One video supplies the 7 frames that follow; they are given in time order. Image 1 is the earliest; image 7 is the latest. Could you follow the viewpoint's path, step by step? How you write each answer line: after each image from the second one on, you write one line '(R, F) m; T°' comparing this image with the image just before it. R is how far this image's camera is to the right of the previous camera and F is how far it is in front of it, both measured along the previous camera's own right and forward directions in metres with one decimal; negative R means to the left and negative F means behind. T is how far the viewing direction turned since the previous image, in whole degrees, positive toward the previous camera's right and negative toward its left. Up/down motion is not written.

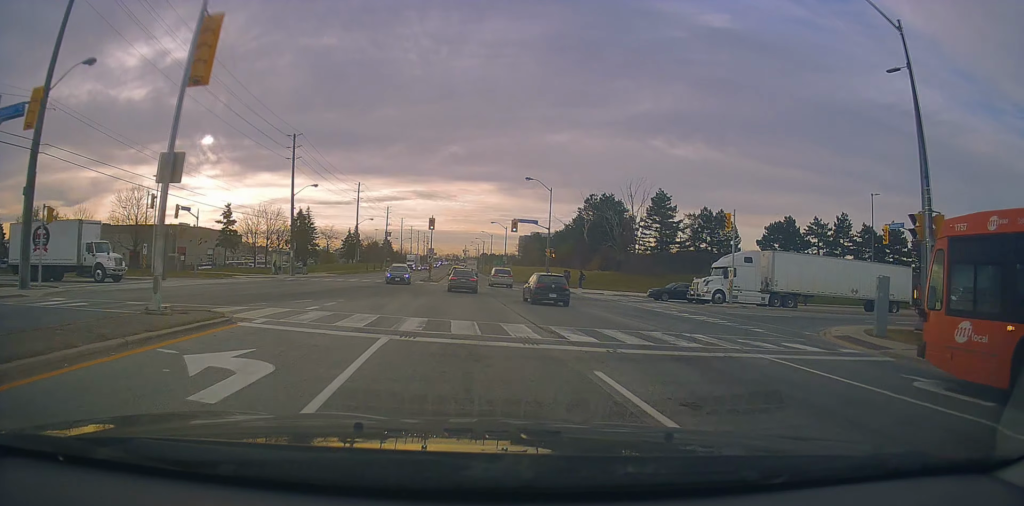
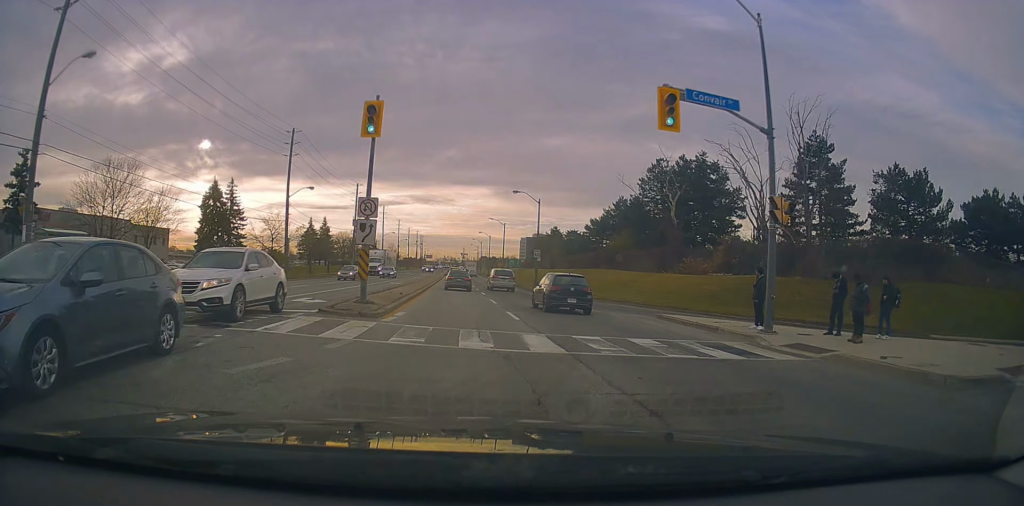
(+1.0, +39.0) m; +1°
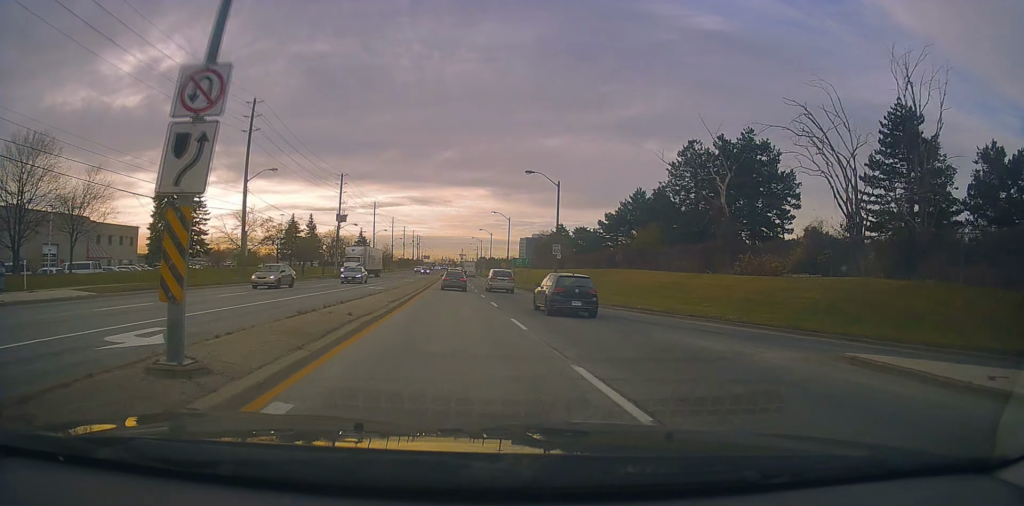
(-0.3, +11.3) m; -1°
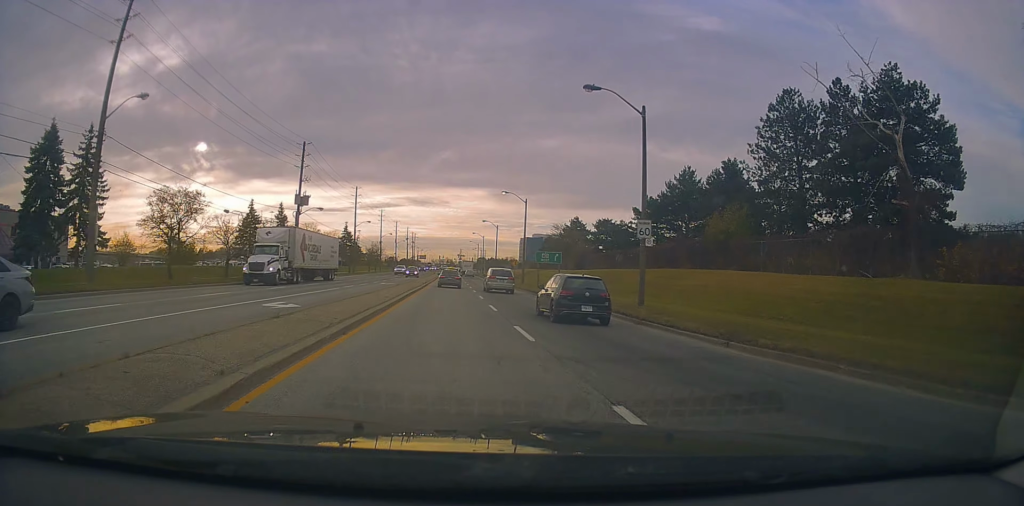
(-0.3, +20.7) m; +2°
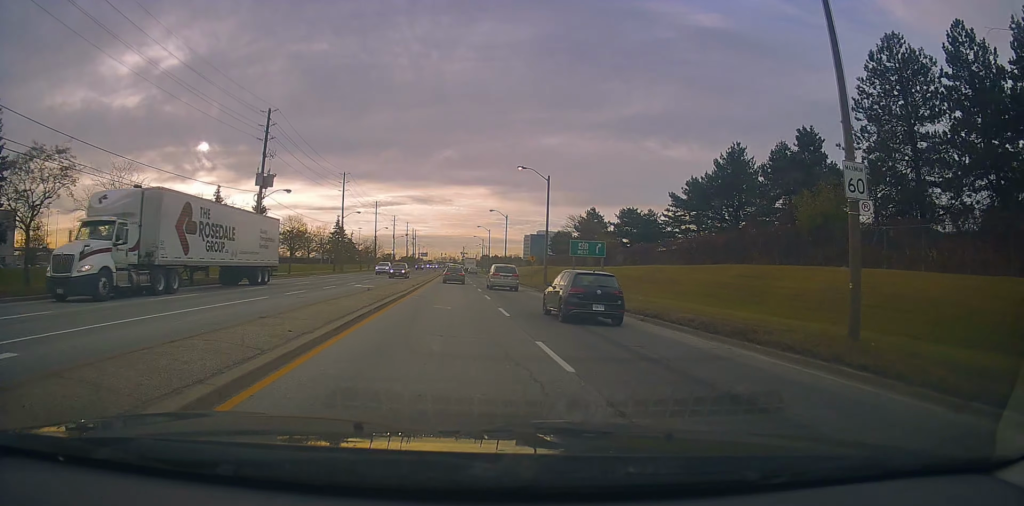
(+0.7, +13.1) m; 0°
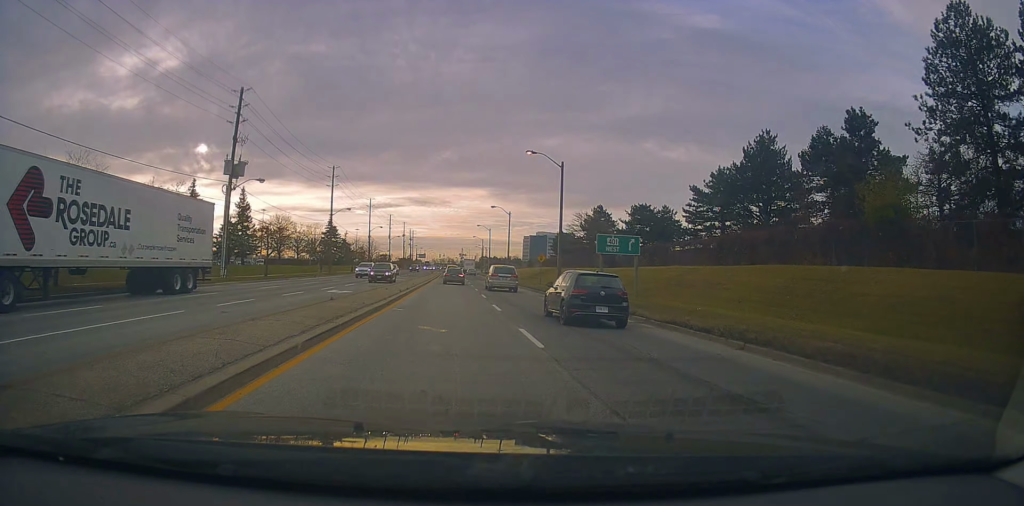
(+0.2, +7.0) m; 0°
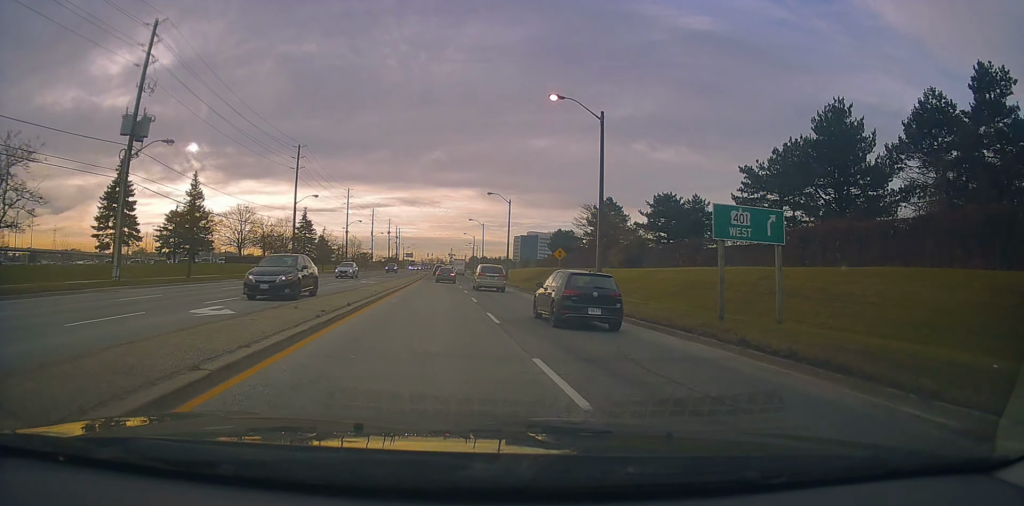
(-0.9, +14.1) m; -1°
